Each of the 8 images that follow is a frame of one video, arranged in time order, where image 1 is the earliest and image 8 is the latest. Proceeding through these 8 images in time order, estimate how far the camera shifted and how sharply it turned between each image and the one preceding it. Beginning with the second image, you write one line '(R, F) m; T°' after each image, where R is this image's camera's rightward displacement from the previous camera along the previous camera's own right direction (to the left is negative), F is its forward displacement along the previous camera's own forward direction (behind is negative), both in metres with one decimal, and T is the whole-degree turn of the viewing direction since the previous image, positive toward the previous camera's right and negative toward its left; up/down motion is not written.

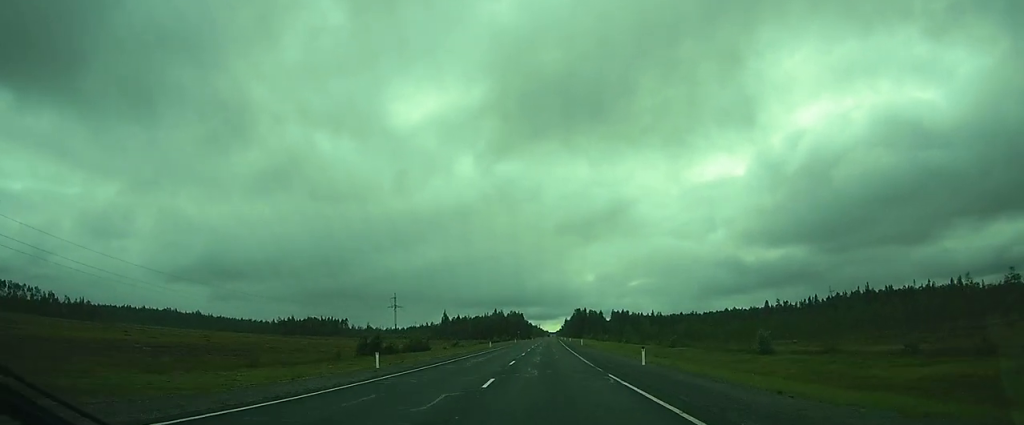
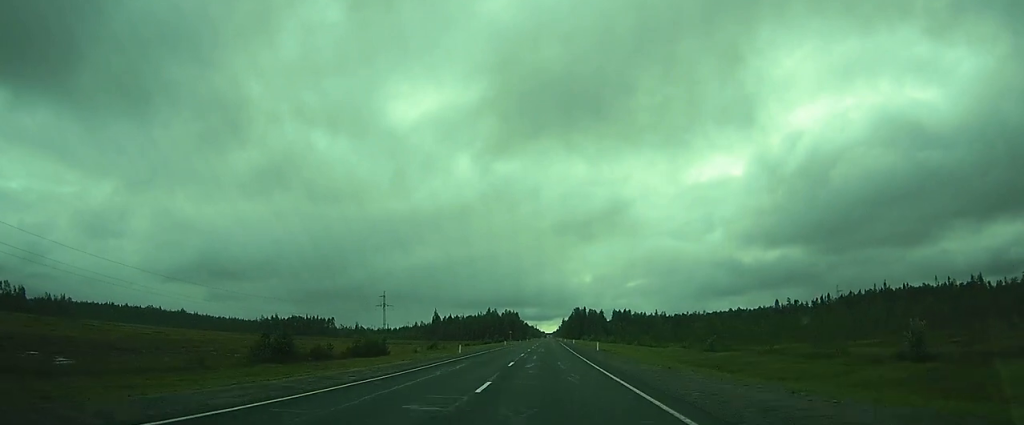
(+0.4, +24.2) m; +1°
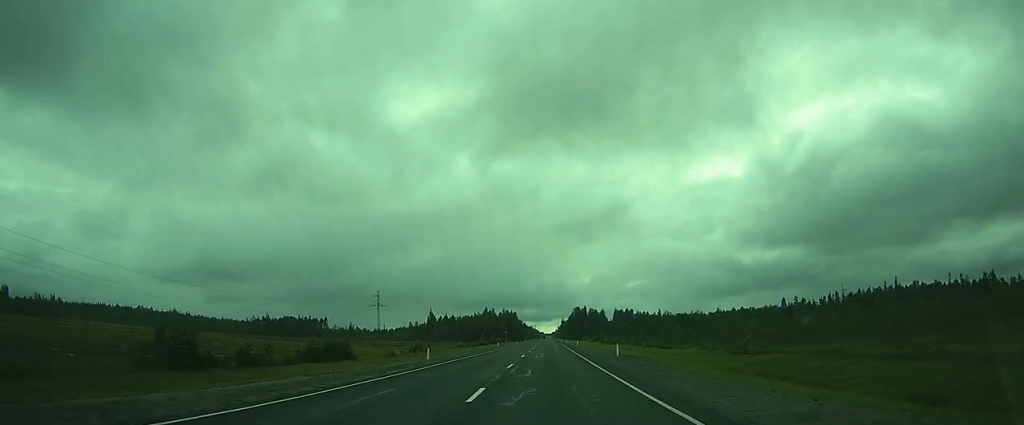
(0.0, +13.2) m; 0°
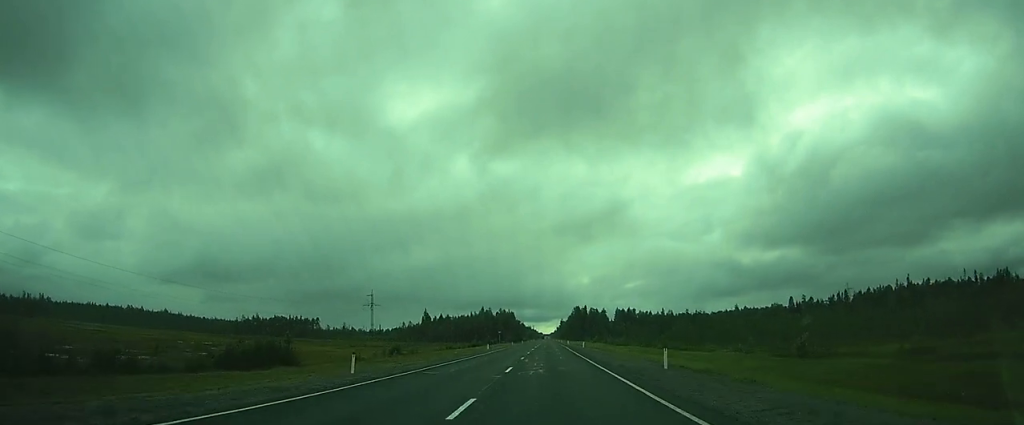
(0.0, +13.9) m; 0°
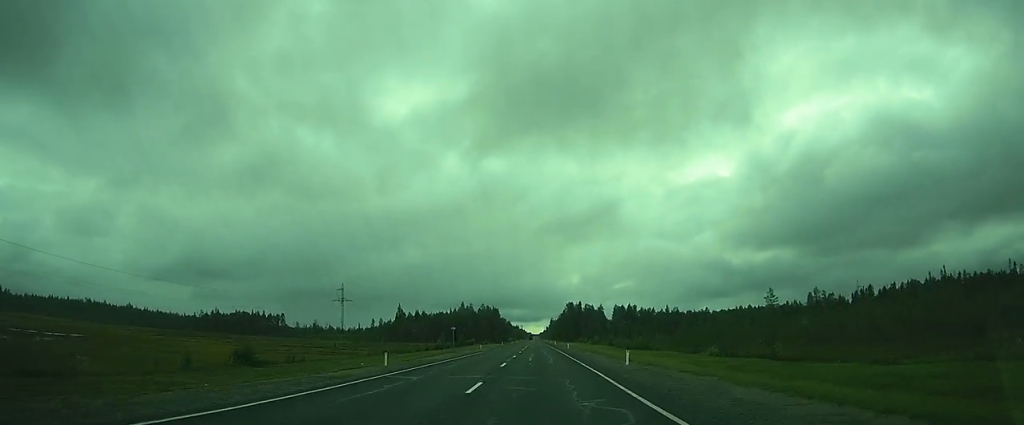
(+0.1, +41.9) m; 0°
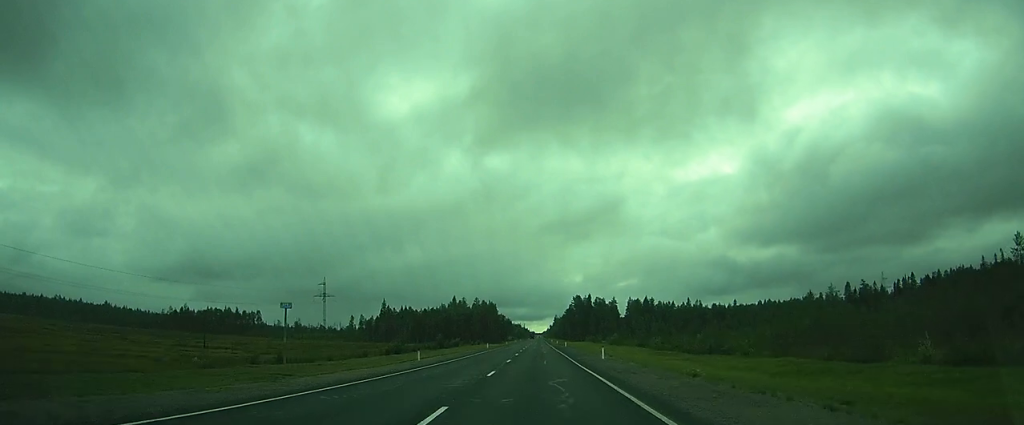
(+0.3, +40.0) m; +1°
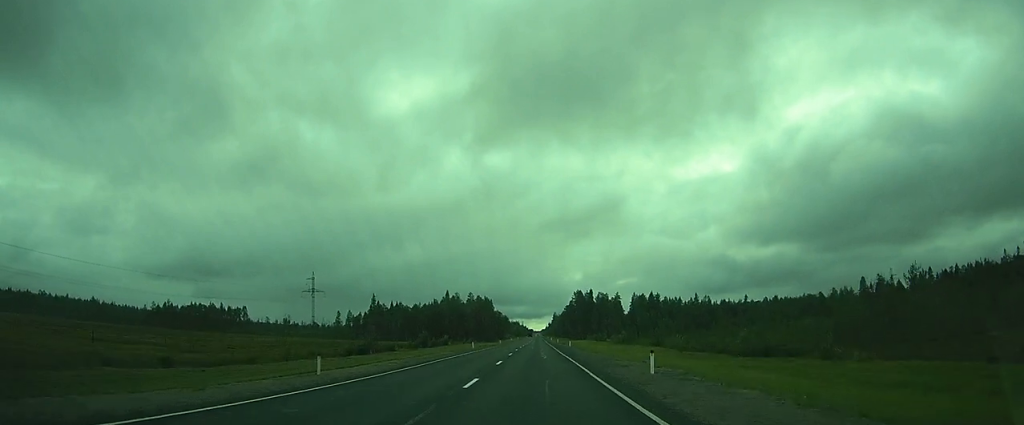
(+0.1, +16.4) m; +1°
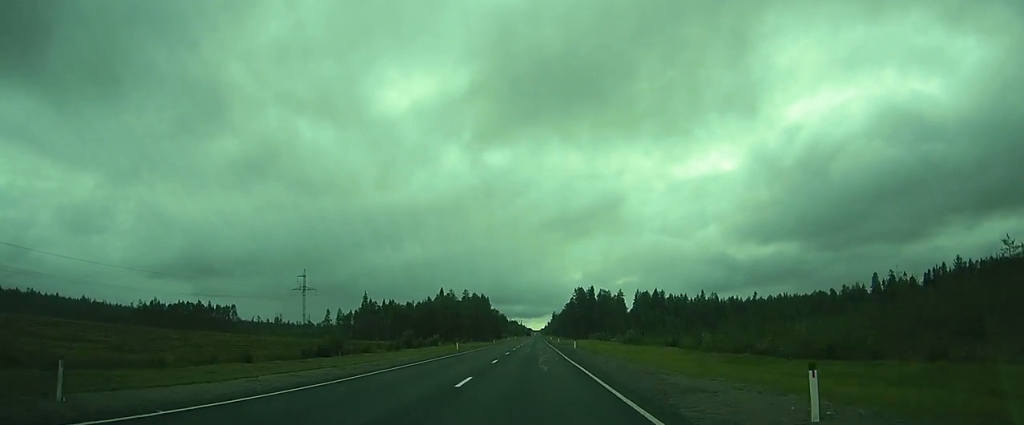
(0.0, +11.9) m; 0°
